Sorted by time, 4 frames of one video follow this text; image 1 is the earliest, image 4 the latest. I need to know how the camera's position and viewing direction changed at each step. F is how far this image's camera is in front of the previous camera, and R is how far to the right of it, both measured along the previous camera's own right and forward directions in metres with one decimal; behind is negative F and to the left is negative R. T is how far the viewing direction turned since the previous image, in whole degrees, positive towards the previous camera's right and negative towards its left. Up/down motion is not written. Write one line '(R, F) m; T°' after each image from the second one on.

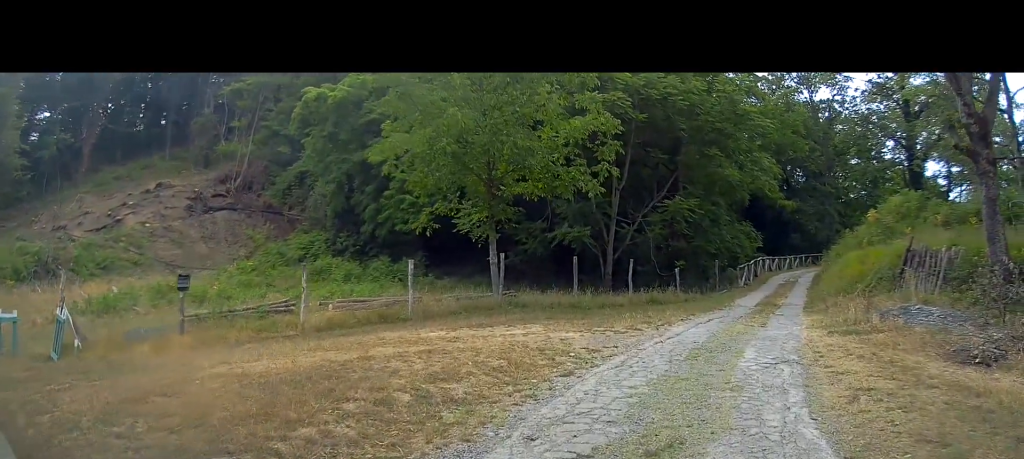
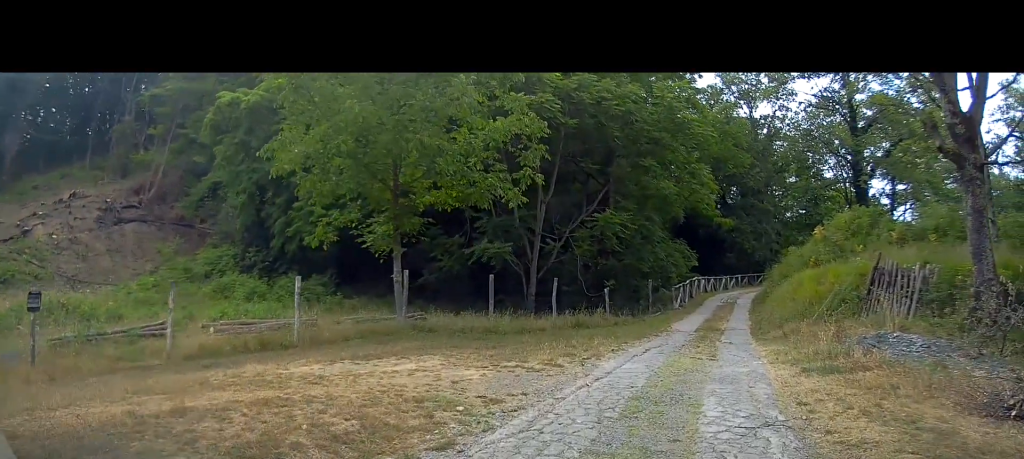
(+0.3, +2.6) m; +10°
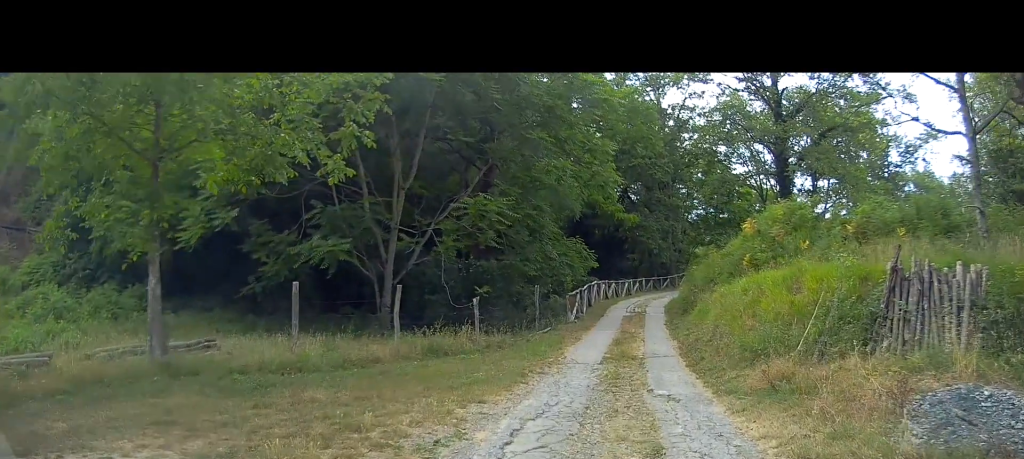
(-0.3, +5.7) m; +8°
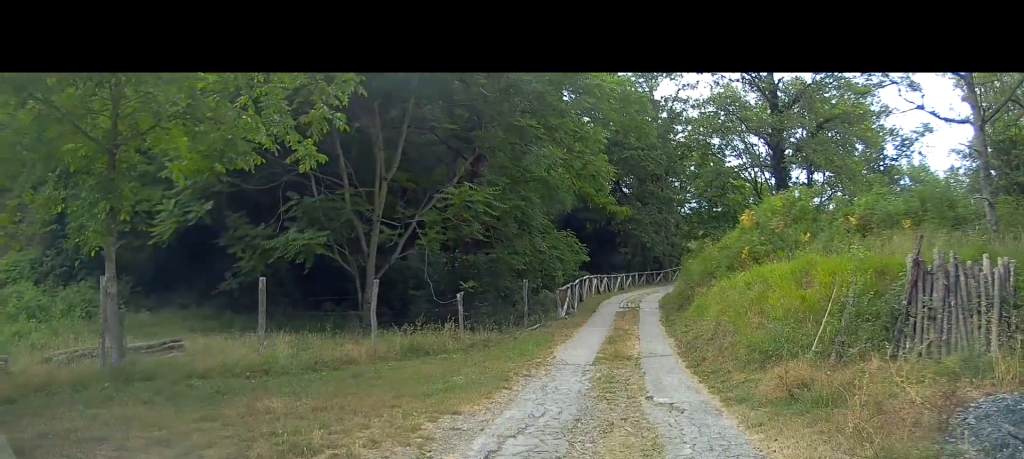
(+0.2, +0.9) m; +6°
